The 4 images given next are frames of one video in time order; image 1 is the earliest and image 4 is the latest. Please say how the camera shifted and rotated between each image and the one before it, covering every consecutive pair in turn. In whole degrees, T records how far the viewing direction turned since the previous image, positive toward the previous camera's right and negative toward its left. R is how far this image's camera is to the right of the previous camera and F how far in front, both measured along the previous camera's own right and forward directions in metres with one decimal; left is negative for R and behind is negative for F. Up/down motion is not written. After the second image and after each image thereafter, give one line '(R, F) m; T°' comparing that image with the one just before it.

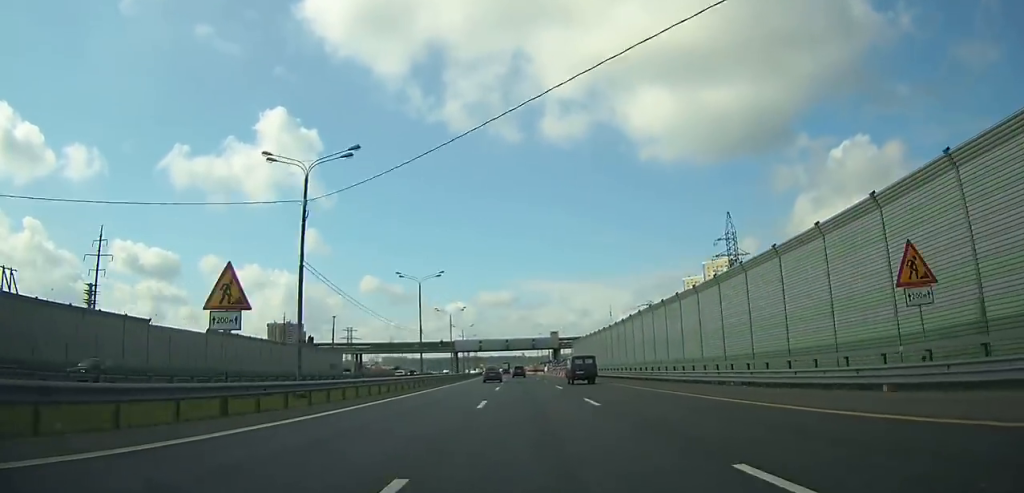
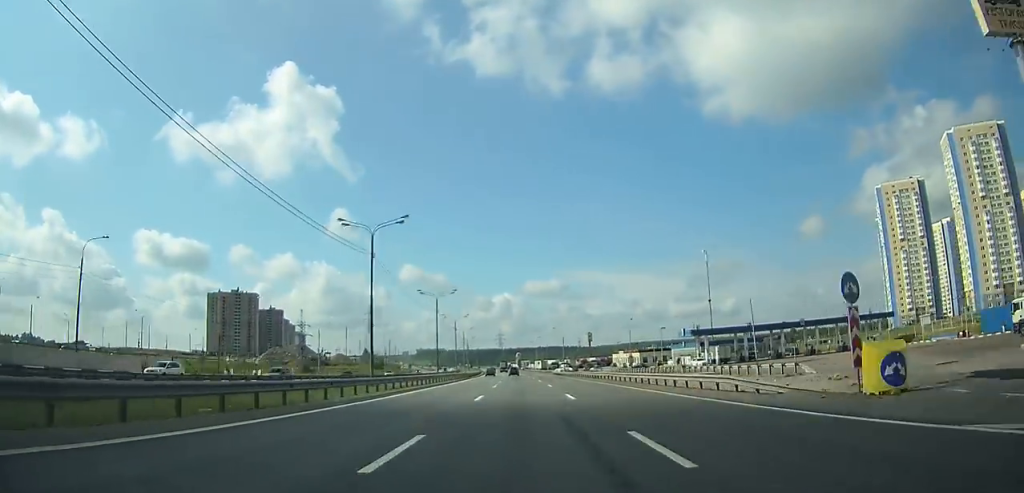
(-9.4, +254.7) m; -4°
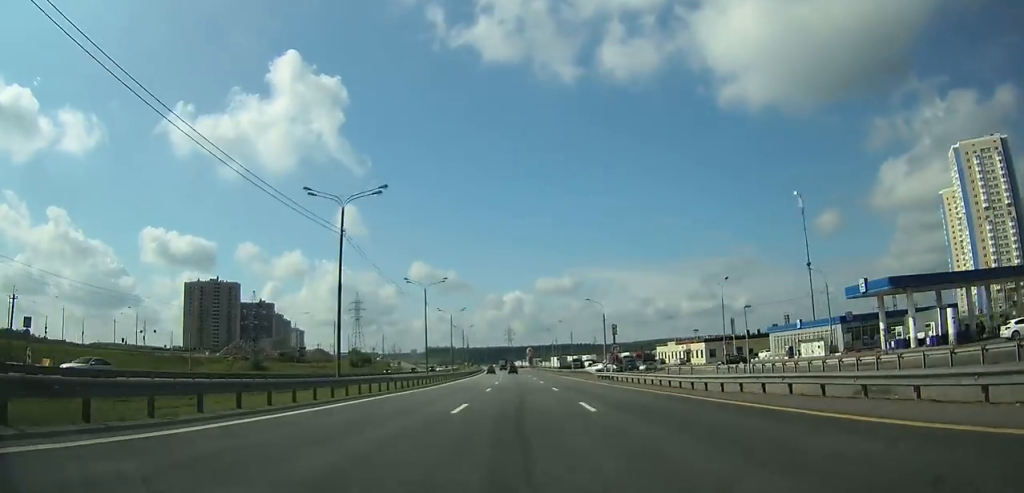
(-0.4, +53.6) m; -1°
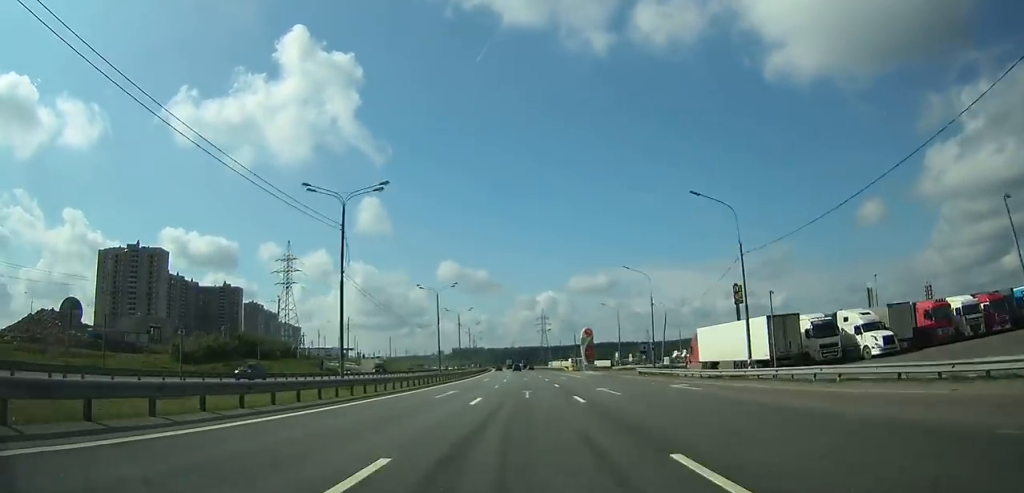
(-3.6, +134.7) m; -3°
